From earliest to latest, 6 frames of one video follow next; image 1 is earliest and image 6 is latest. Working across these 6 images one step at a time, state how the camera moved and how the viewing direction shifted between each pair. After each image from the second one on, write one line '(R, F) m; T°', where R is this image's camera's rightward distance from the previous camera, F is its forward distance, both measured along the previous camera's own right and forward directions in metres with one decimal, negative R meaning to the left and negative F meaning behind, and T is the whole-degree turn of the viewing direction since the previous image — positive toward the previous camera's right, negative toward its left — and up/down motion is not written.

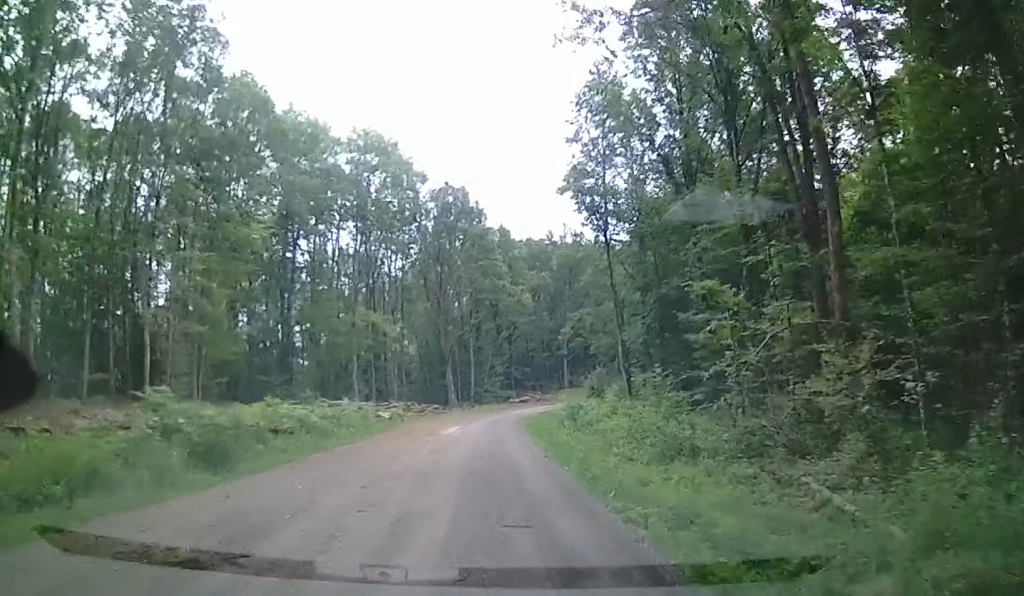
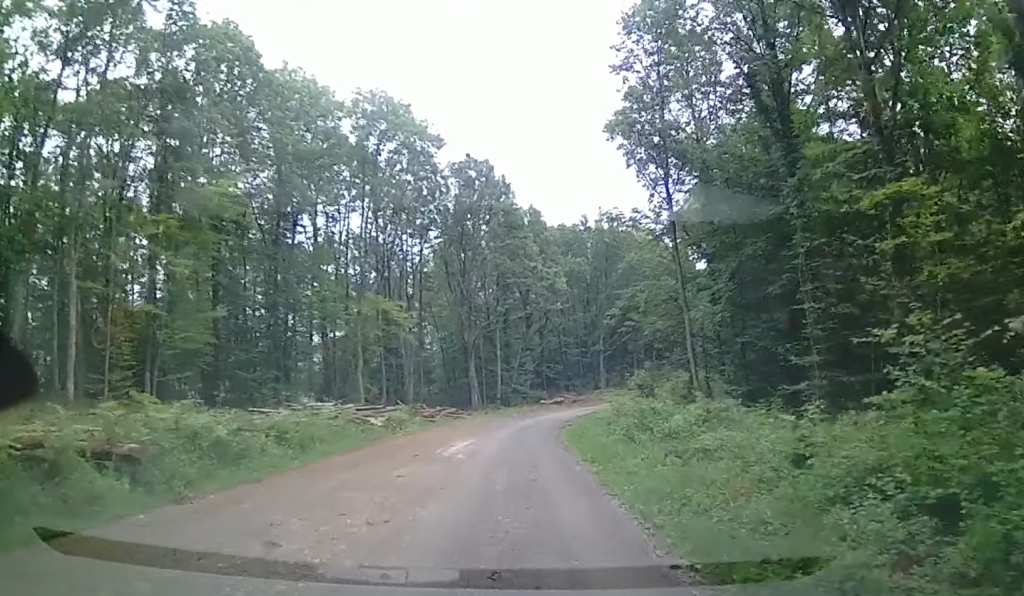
(-1.1, +9.7) m; -1°
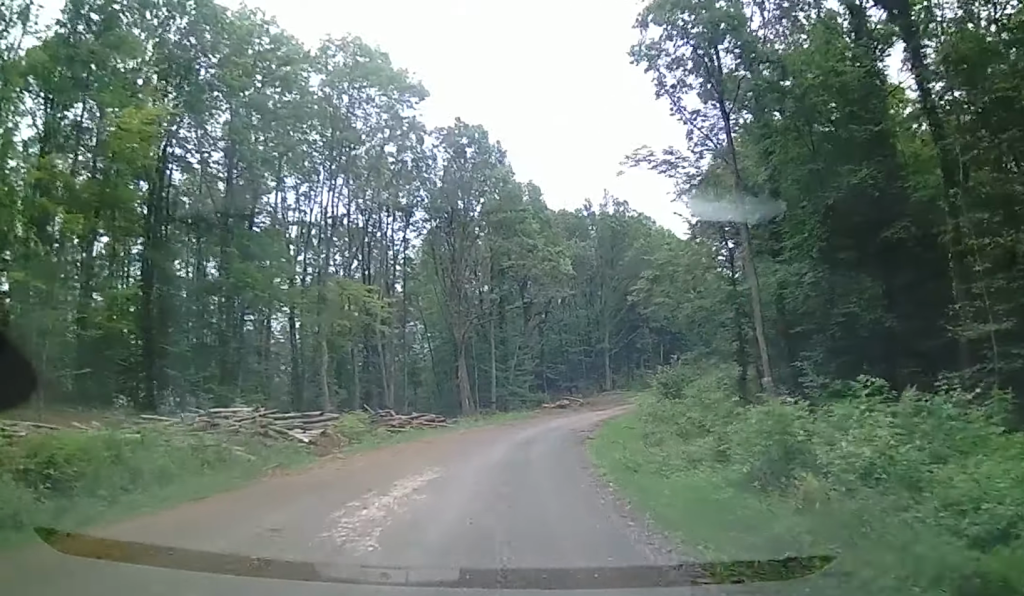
(+1.2, +9.8) m; +6°
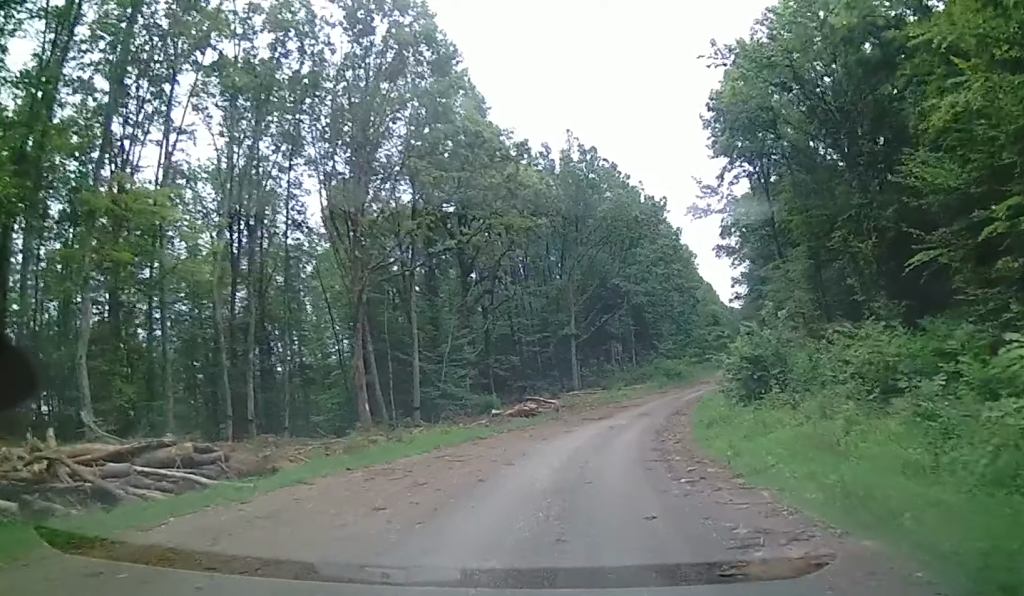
(+0.5, +24.6) m; +10°
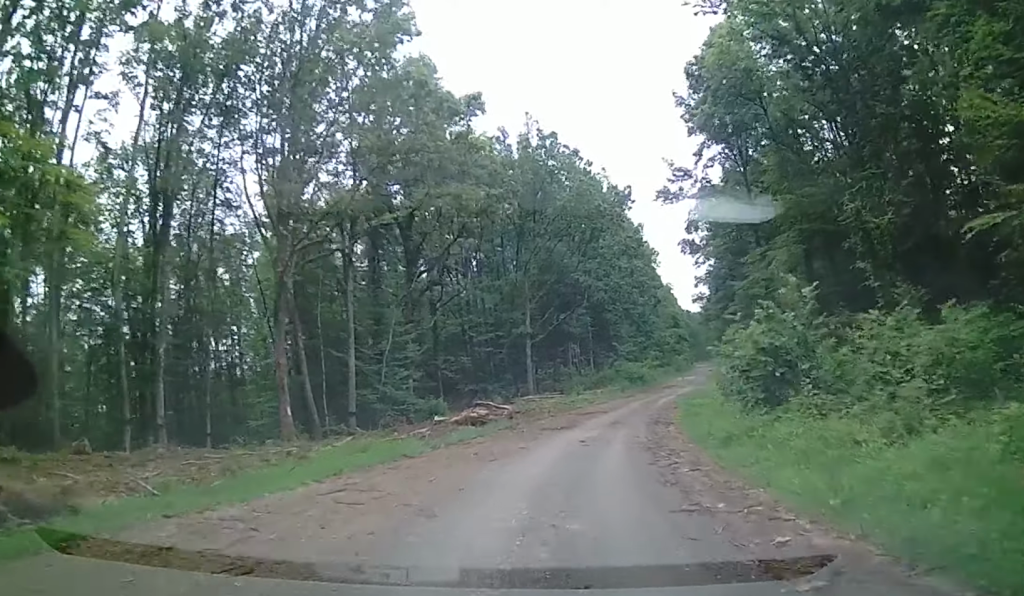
(+0.5, +5.6) m; +5°
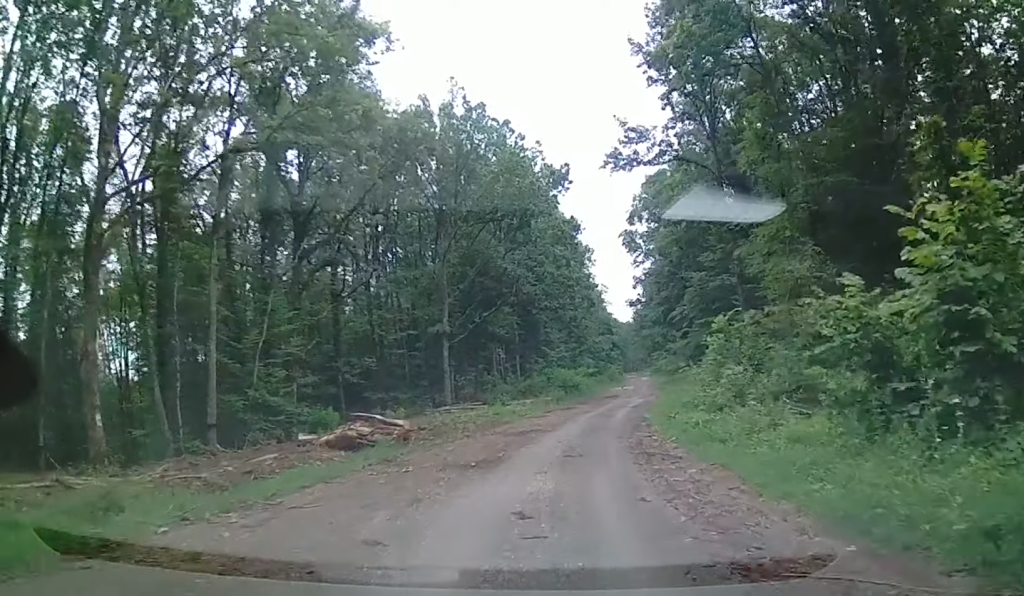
(-0.4, +10.1) m; -6°
